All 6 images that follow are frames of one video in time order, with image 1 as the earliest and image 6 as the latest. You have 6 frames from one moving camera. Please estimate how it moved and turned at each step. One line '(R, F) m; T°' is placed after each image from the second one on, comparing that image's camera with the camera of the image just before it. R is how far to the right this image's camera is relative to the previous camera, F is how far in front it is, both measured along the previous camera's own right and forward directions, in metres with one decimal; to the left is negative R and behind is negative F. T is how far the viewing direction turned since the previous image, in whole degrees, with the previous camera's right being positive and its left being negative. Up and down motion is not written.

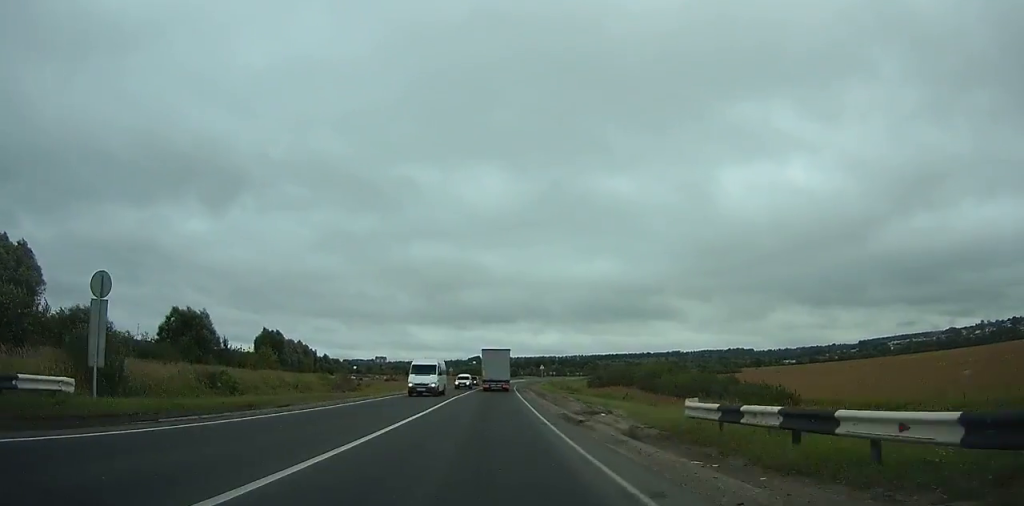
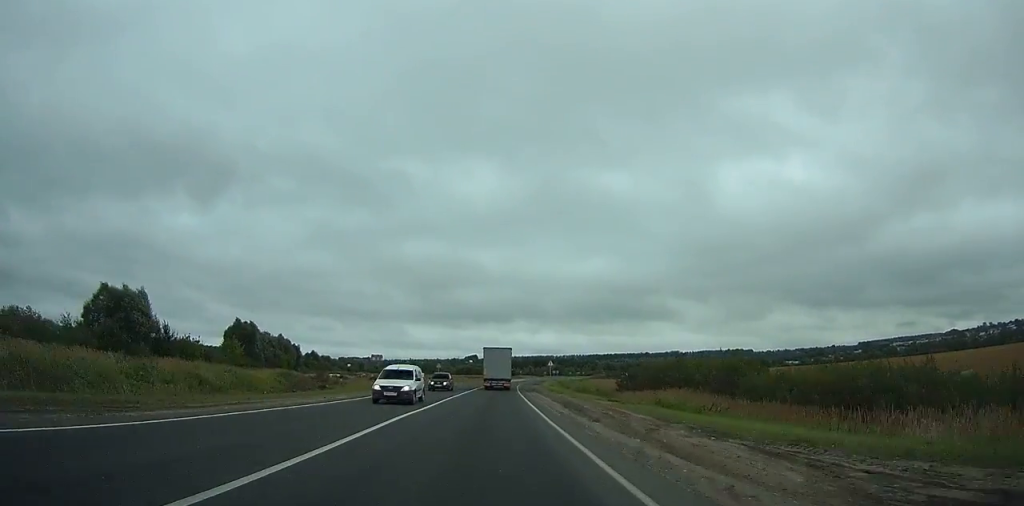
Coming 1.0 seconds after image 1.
(-0.1, +19.6) m; 0°
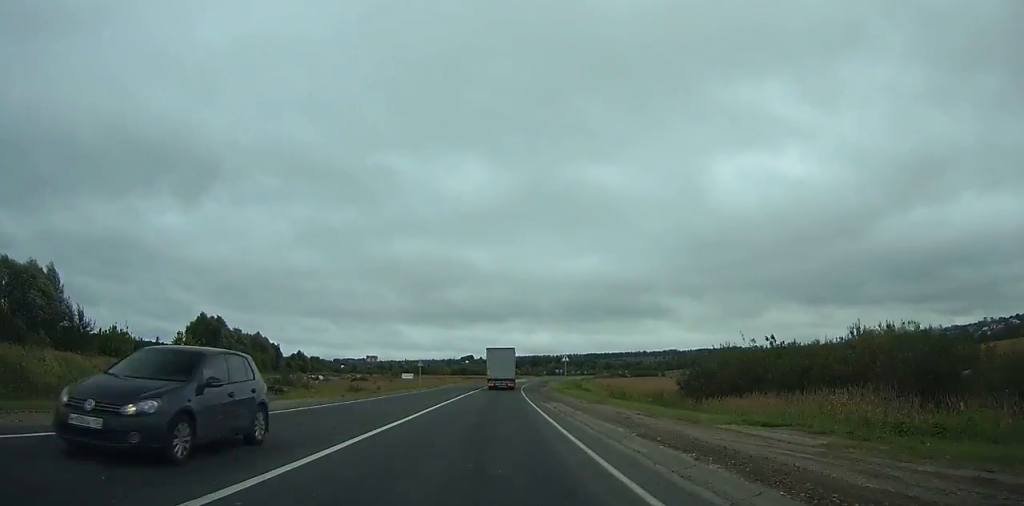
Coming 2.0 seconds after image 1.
(+0.2, +19.7) m; 0°
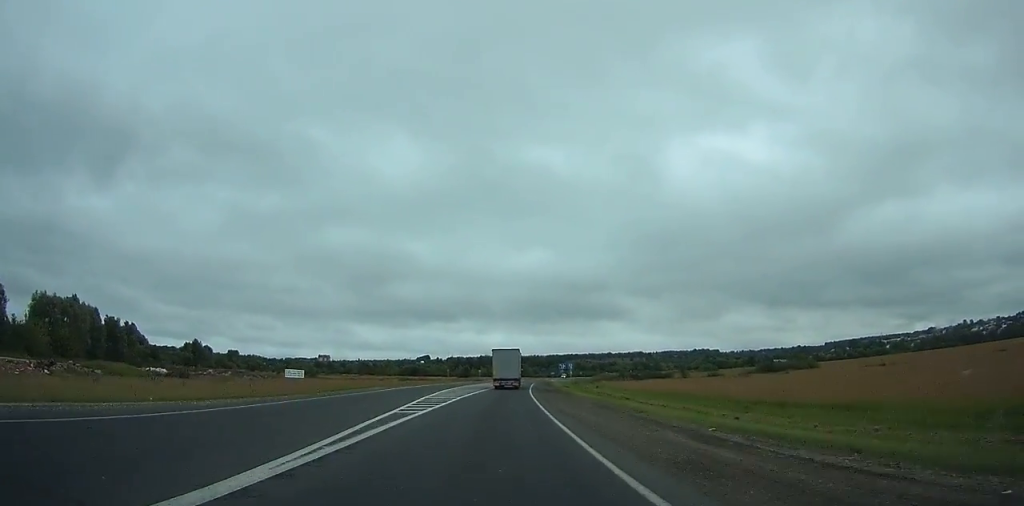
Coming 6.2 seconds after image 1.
(+1.6, +82.8) m; +3°
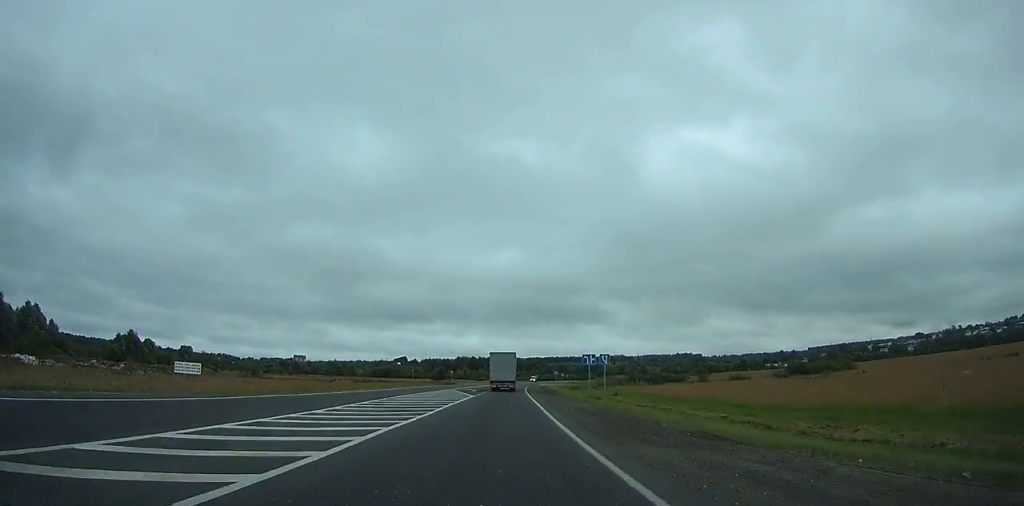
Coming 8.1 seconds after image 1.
(+0.7, +36.3) m; +2°
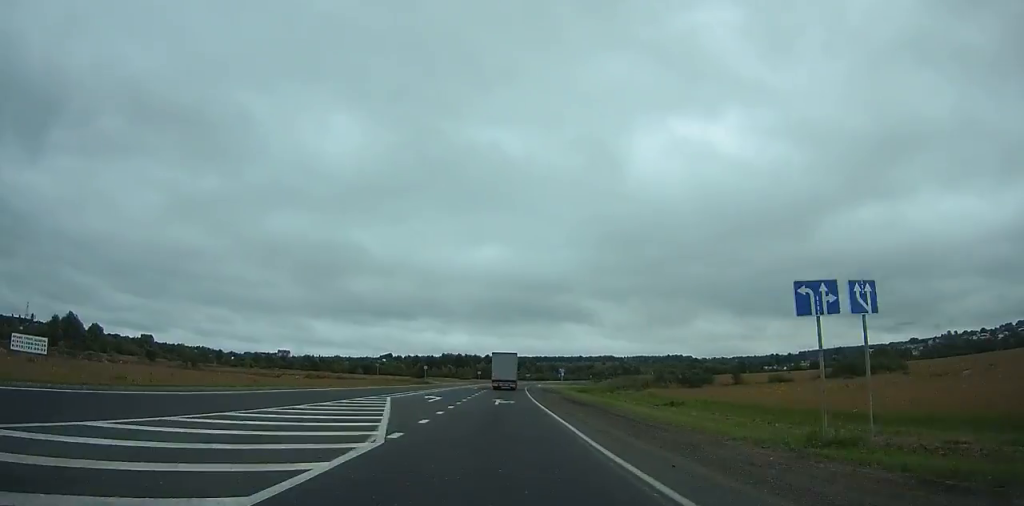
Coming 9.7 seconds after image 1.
(+0.5, +30.9) m; +2°
